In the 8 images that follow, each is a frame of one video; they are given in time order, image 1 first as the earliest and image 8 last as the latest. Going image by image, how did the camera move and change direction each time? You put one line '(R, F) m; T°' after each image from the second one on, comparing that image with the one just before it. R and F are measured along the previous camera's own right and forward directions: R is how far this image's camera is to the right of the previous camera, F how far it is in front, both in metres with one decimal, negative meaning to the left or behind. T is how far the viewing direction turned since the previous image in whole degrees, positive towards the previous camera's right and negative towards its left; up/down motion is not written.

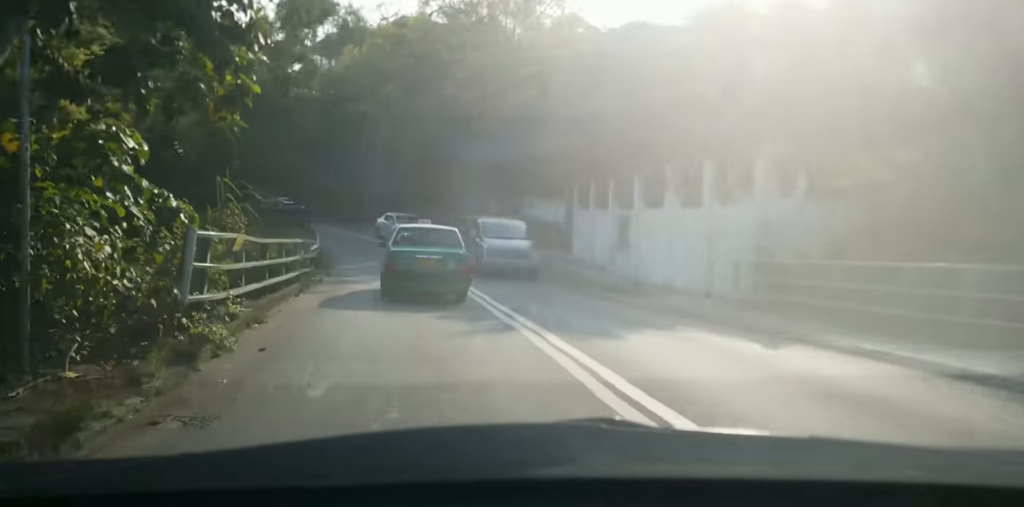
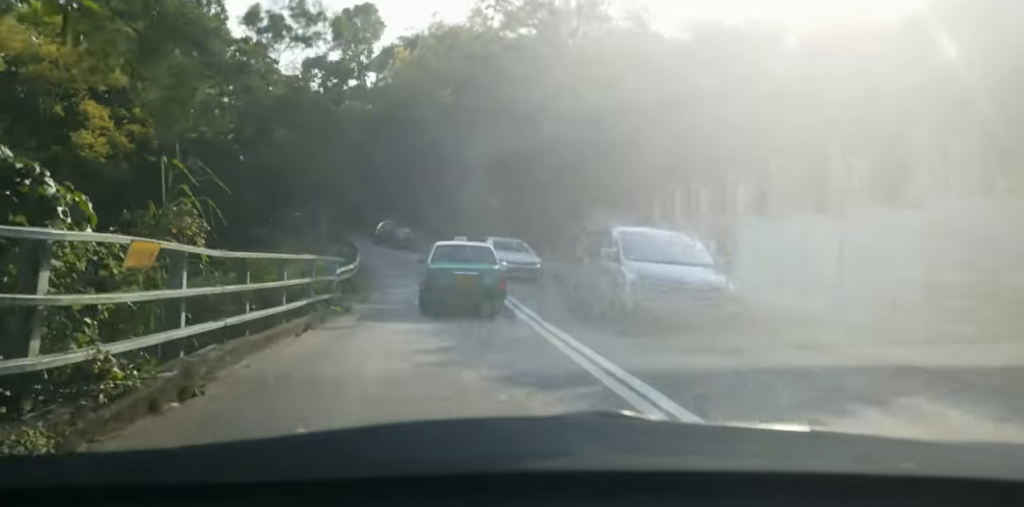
(-0.1, +4.9) m; -5°
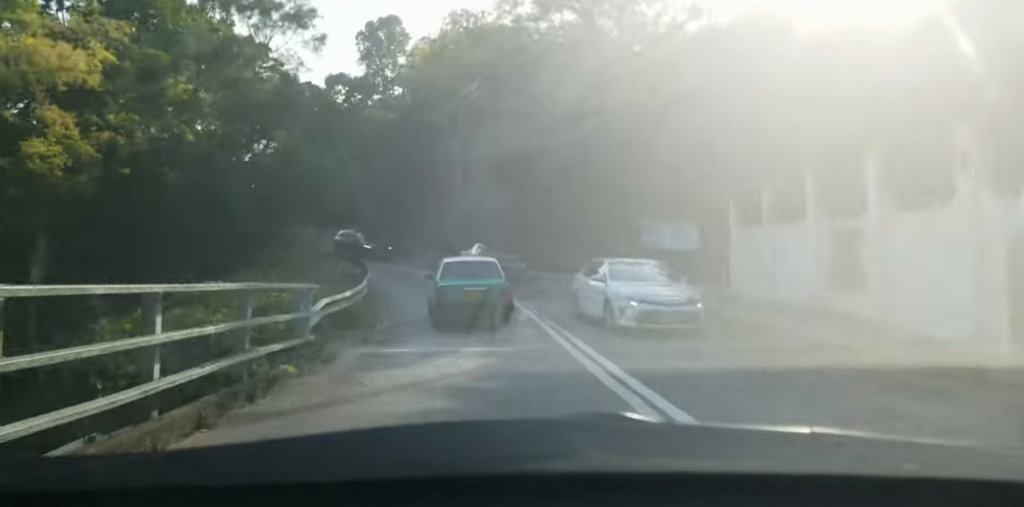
(-0.5, +5.8) m; -3°
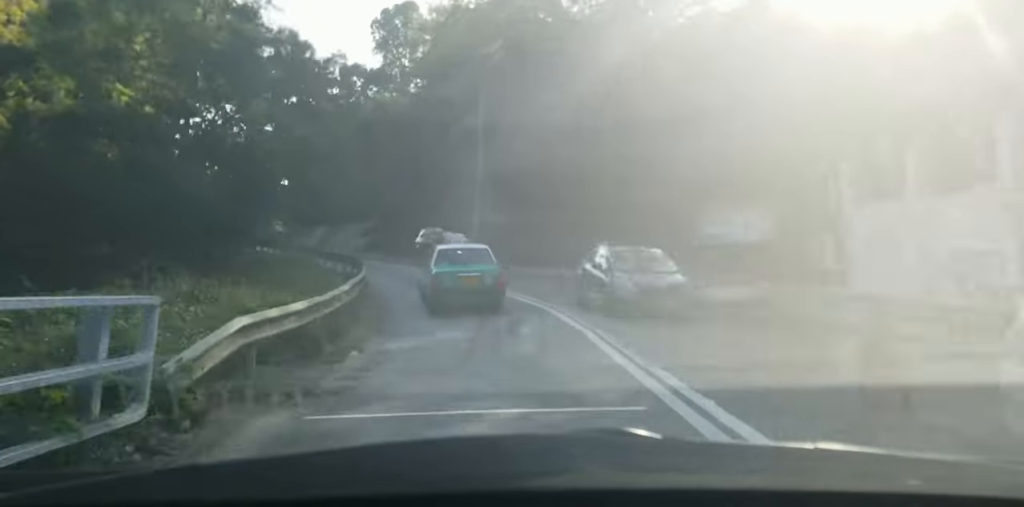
(-0.1, +6.0) m; 0°
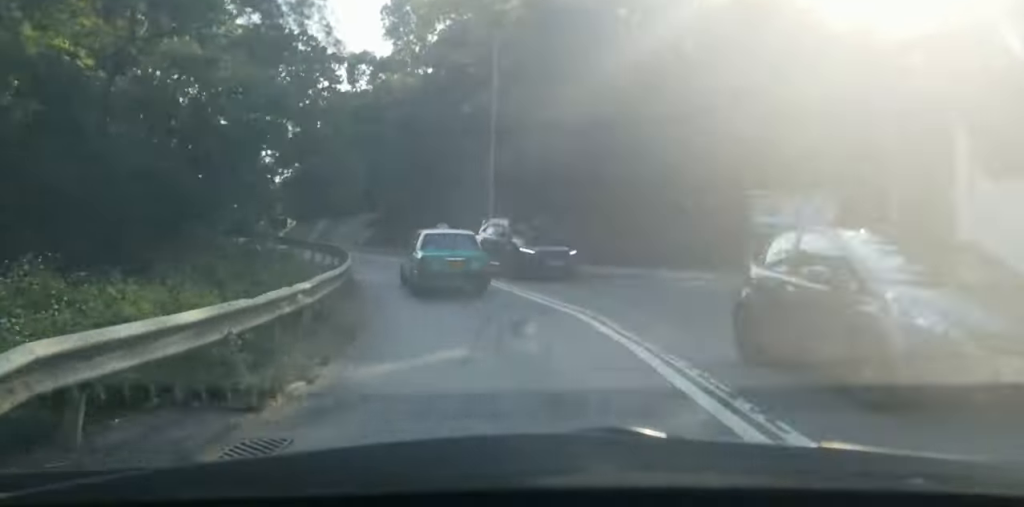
(-0.1, +4.0) m; +1°
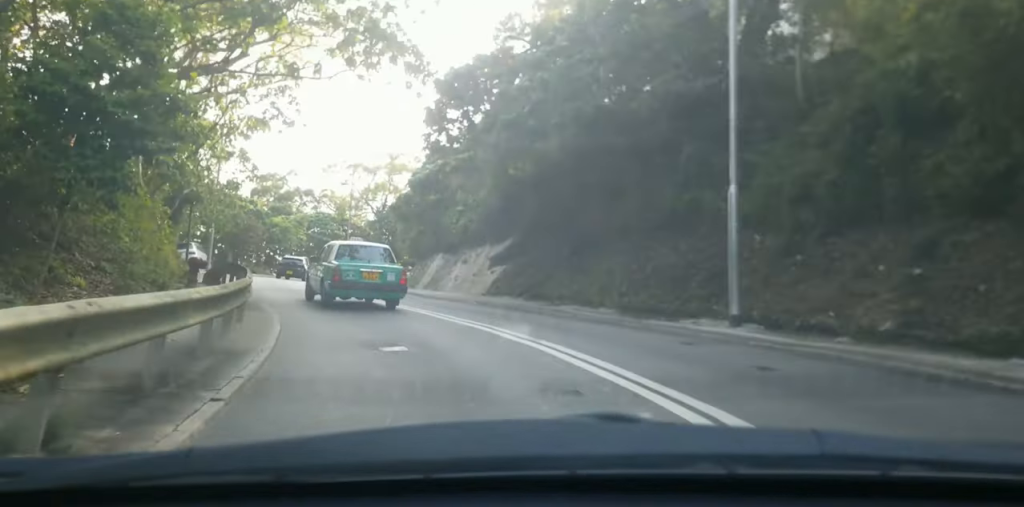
(0.0, +19.8) m; -7°
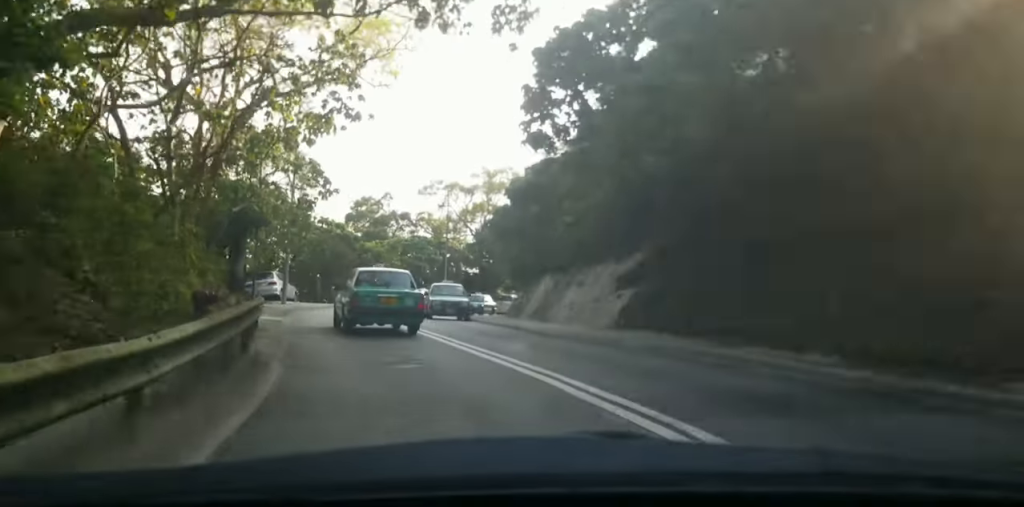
(-0.5, +6.9) m; -9°
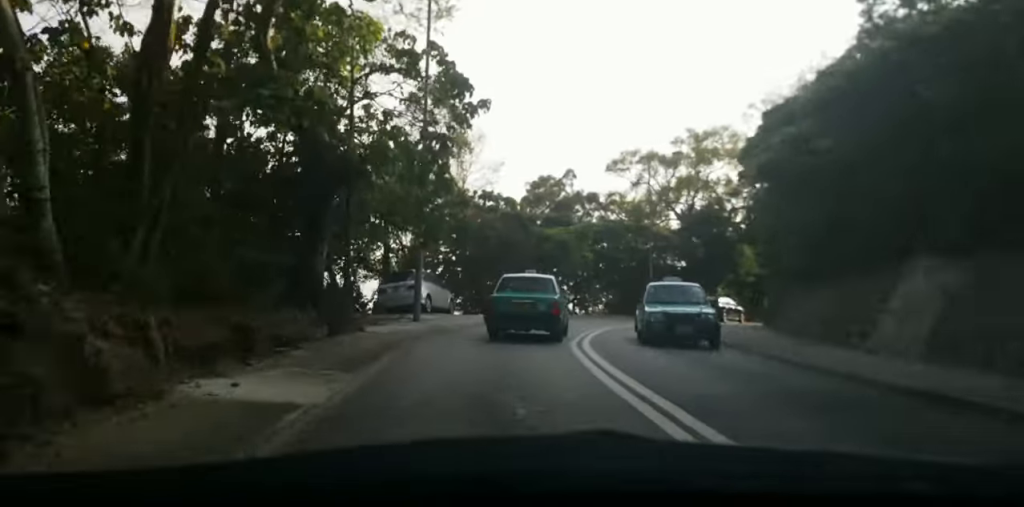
(-3.2, +15.7) m; -18°
